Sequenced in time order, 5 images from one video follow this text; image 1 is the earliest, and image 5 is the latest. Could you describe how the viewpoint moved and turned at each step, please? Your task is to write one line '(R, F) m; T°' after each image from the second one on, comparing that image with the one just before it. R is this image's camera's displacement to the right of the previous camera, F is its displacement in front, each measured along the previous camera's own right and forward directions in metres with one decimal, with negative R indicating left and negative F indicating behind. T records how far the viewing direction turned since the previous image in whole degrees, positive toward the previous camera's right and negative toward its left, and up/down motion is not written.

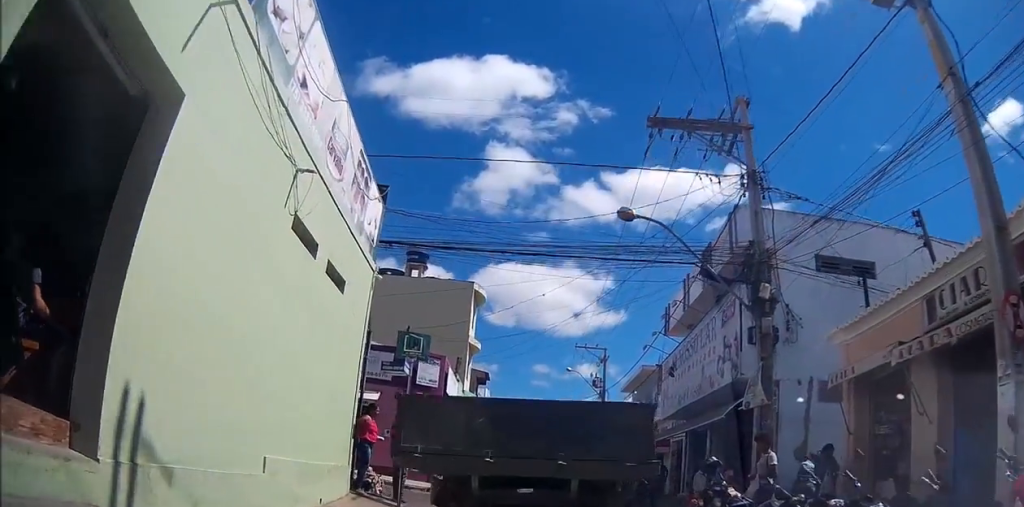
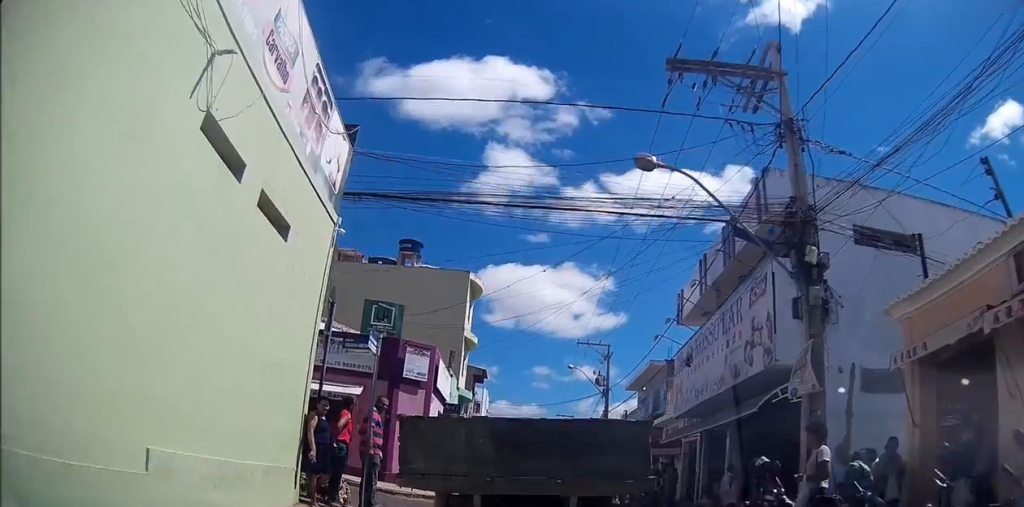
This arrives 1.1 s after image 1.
(-0.1, +3.3) m; 0°
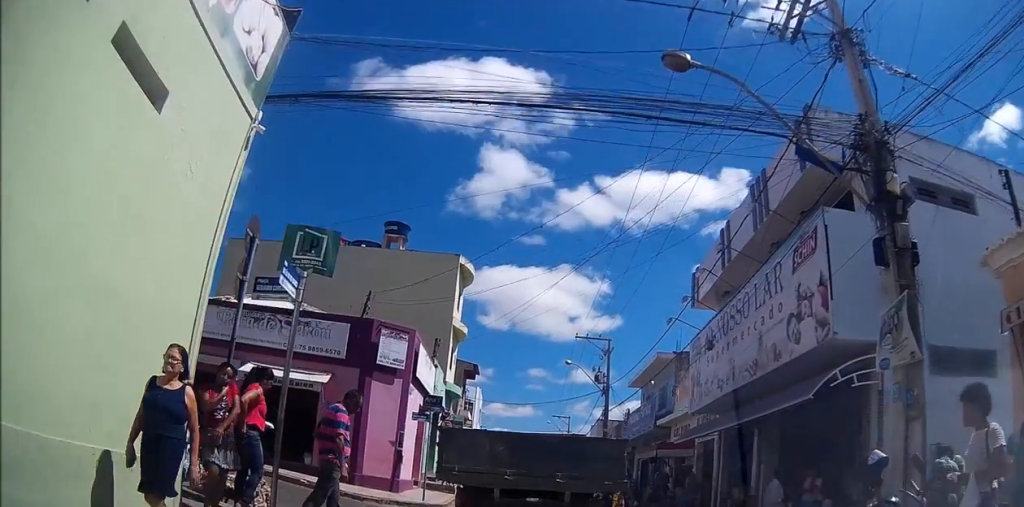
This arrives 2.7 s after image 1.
(+0.2, +3.1) m; +3°
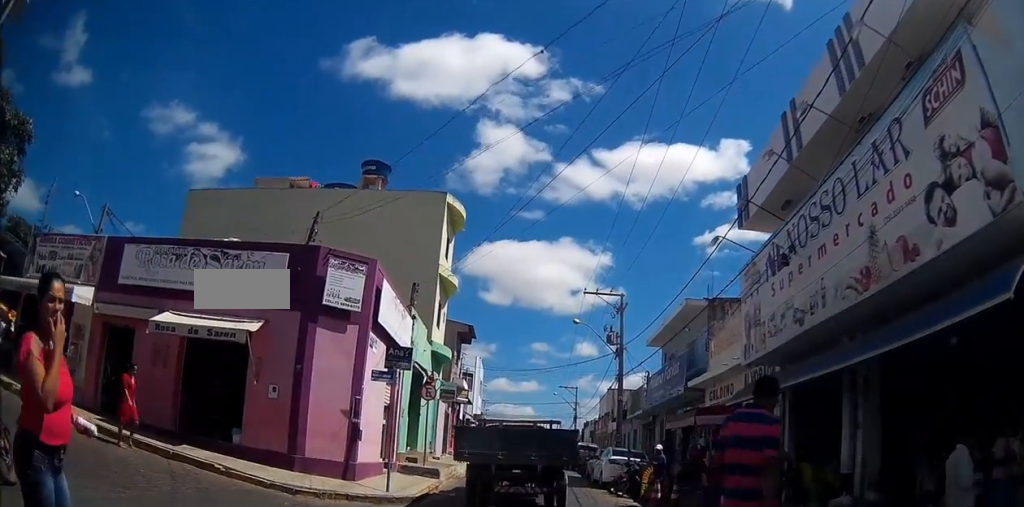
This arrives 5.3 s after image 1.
(-0.3, +4.9) m; 0°
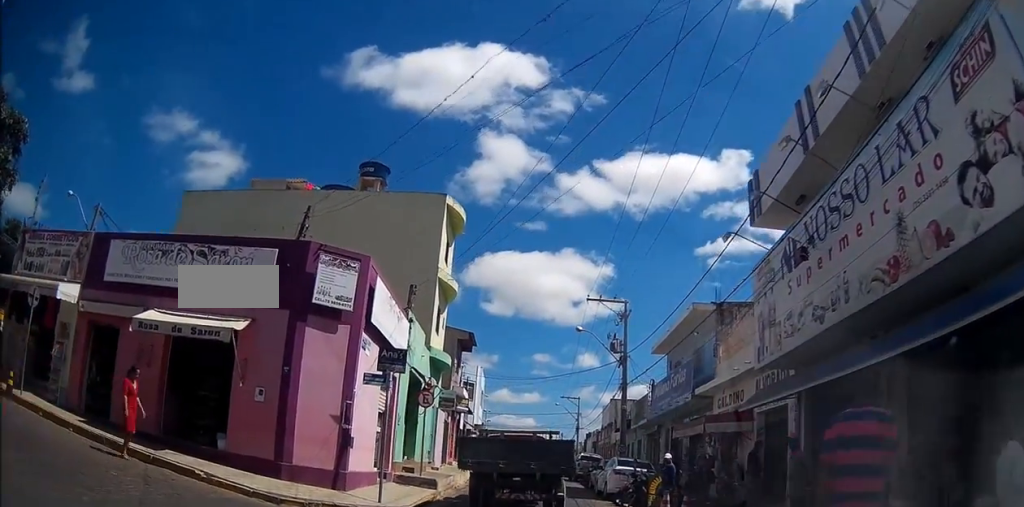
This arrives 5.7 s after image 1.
(0.0, +0.9) m; -1°
